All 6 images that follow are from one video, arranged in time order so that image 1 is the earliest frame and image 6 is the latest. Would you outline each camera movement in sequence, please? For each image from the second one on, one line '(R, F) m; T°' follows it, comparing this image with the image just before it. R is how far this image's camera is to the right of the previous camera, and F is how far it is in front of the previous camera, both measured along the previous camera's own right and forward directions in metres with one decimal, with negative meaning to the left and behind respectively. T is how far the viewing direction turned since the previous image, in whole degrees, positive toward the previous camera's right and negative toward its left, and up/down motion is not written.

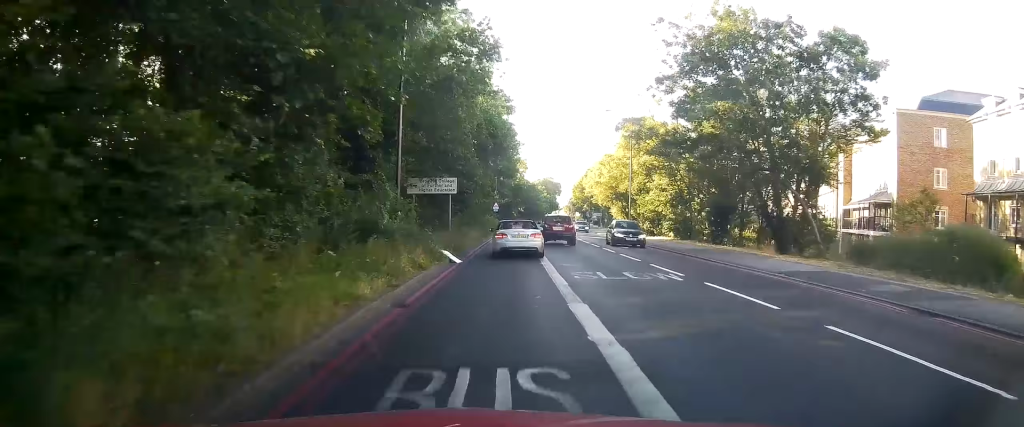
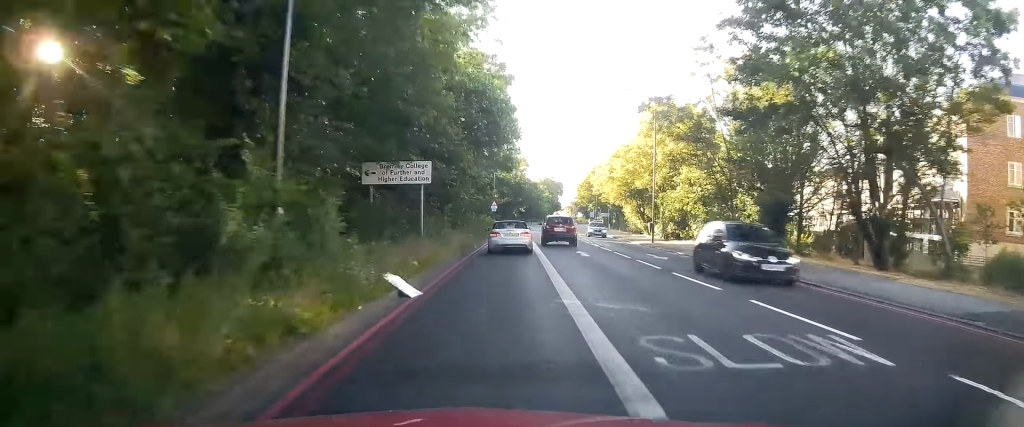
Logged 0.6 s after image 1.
(0.0, +8.5) m; 0°
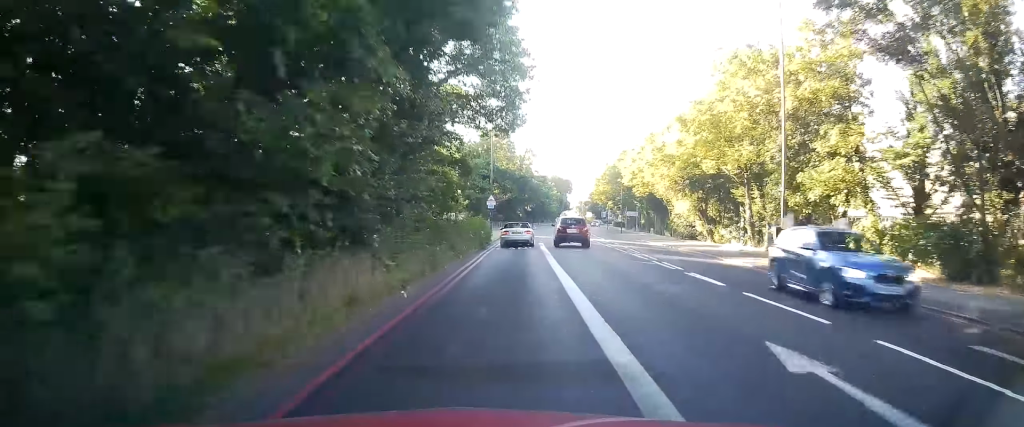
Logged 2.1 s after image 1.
(0.0, +19.9) m; 0°
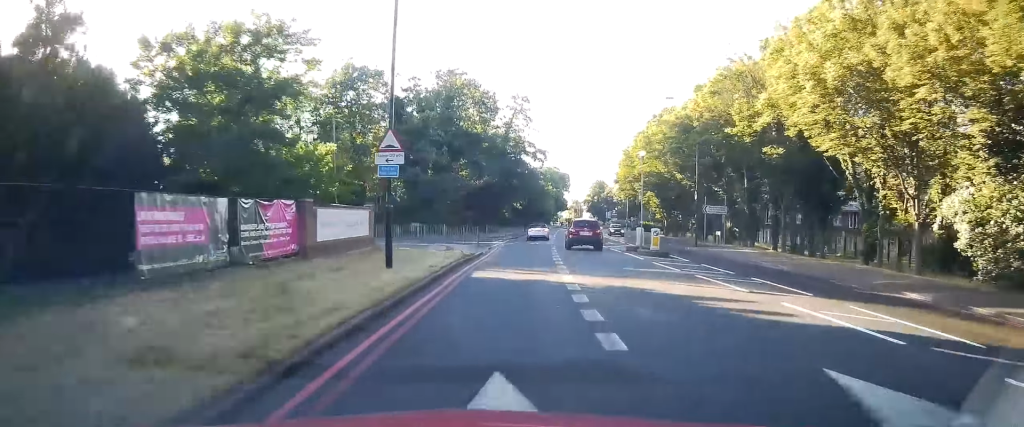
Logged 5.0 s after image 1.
(+0.3, +39.1) m; +2°
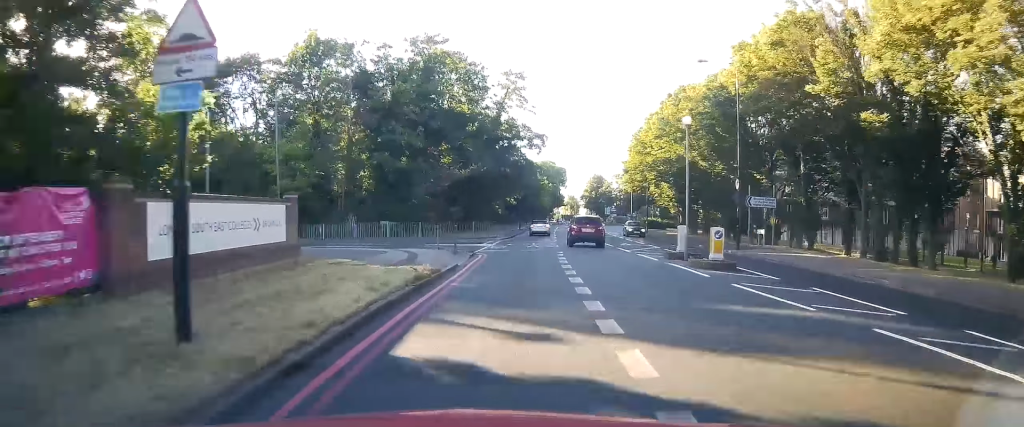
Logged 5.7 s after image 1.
(+0.1, +9.5) m; 0°
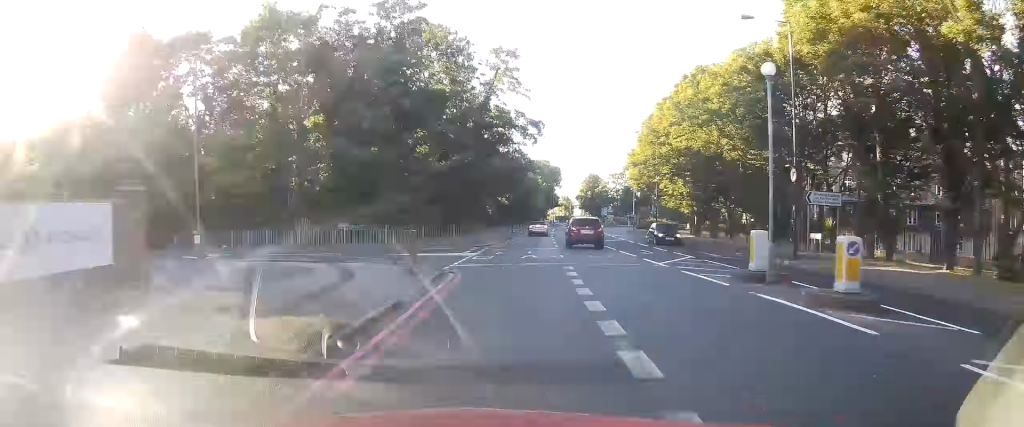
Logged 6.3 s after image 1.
(-0.1, +8.1) m; 0°
